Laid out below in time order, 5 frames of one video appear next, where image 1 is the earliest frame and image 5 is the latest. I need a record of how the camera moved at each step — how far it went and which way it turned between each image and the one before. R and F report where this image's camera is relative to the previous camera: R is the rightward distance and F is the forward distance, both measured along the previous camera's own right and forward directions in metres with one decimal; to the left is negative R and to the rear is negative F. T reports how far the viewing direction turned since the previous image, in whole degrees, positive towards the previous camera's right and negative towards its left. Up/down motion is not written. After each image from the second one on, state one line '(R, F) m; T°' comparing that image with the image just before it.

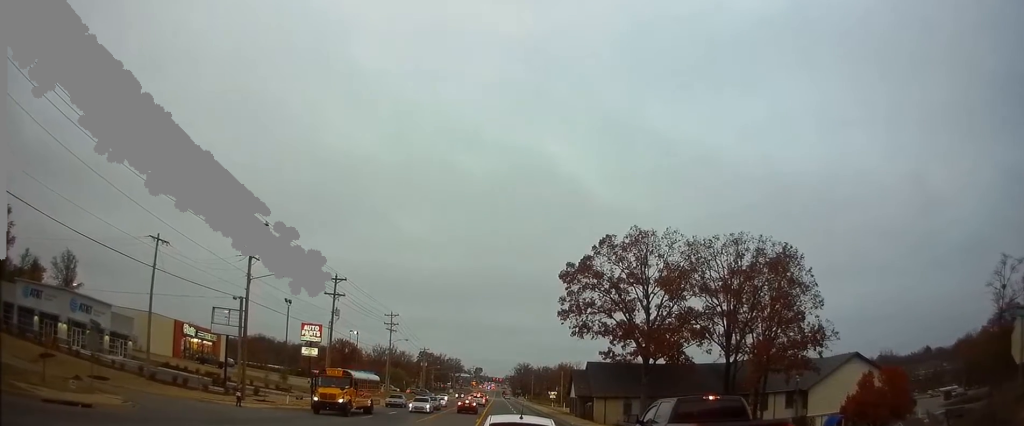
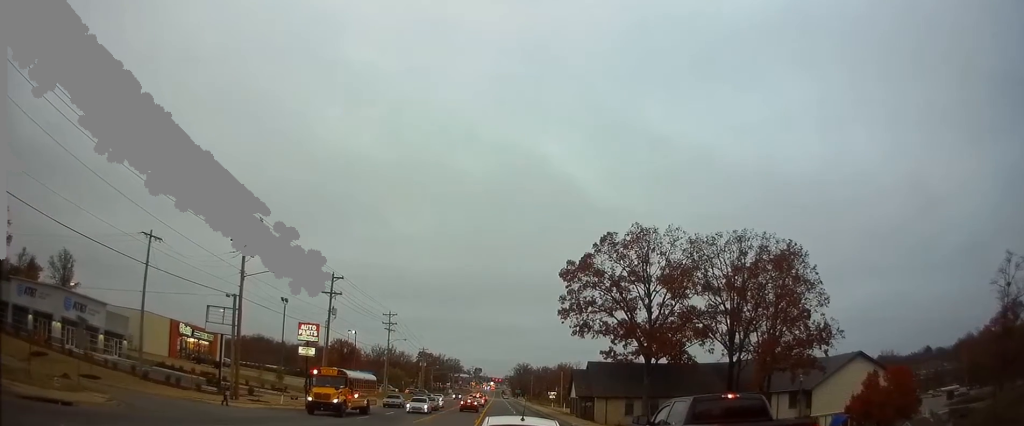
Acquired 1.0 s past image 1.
(-0.1, +1.2) m; 0°
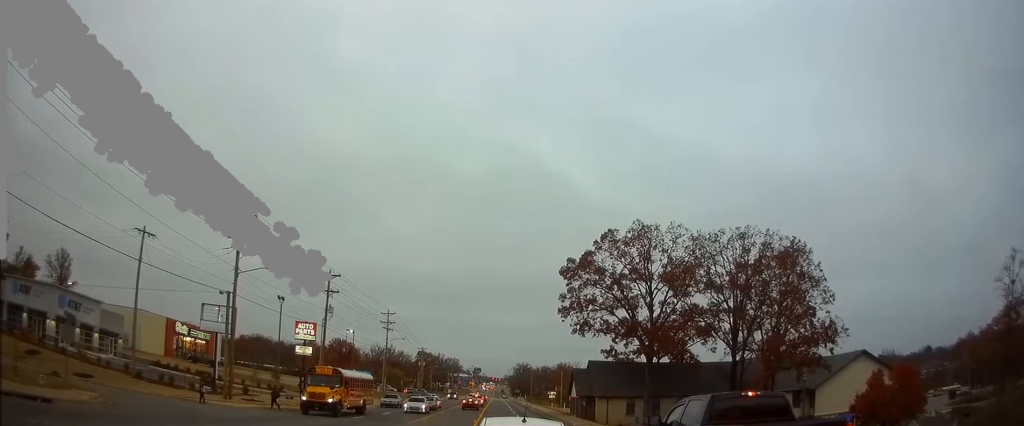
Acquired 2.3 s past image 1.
(-0.3, +1.1) m; 0°
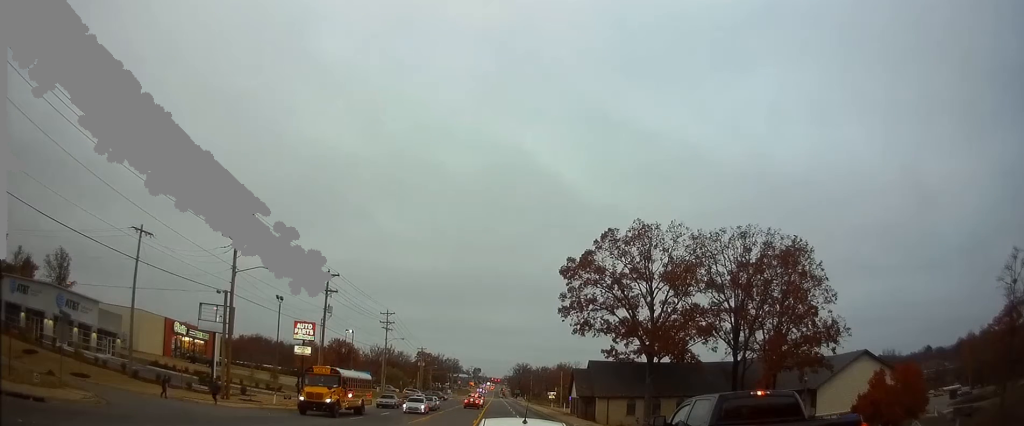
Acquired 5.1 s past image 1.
(-0.4, +0.7) m; 0°
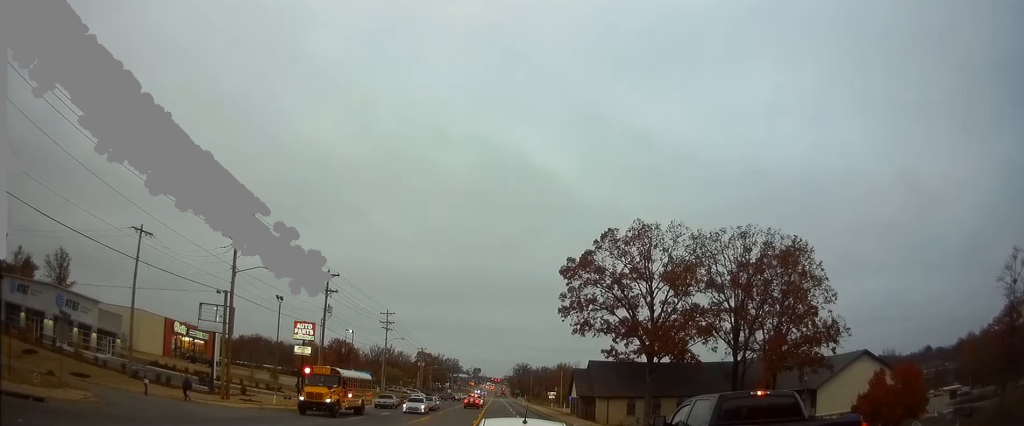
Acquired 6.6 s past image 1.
(0.0, 0.0) m; 0°
